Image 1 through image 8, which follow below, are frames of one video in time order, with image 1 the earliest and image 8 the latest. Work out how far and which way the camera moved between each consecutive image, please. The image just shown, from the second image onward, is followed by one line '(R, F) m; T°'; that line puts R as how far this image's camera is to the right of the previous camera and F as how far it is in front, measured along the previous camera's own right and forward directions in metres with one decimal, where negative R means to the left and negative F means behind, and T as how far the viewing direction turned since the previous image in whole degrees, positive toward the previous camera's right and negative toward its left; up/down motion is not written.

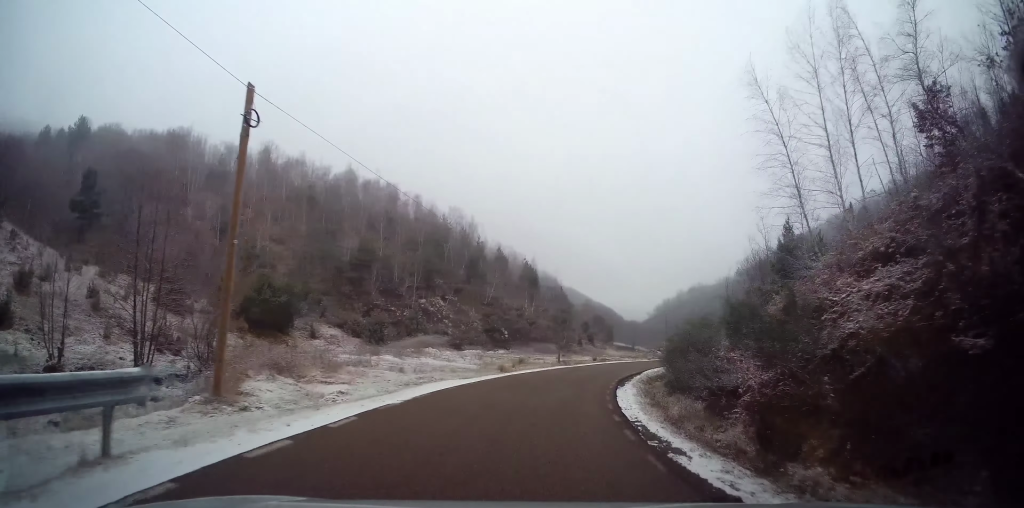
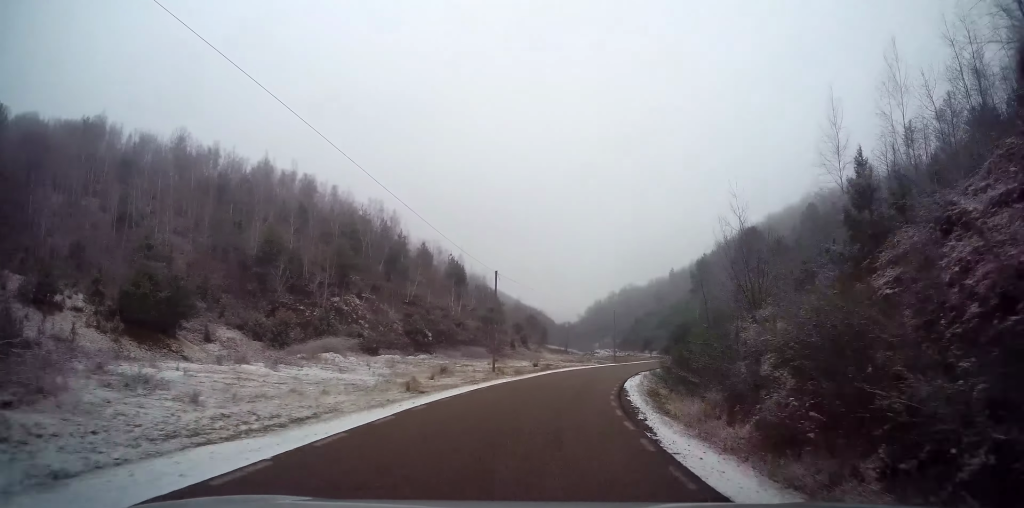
(+0.9, +11.0) m; +8°
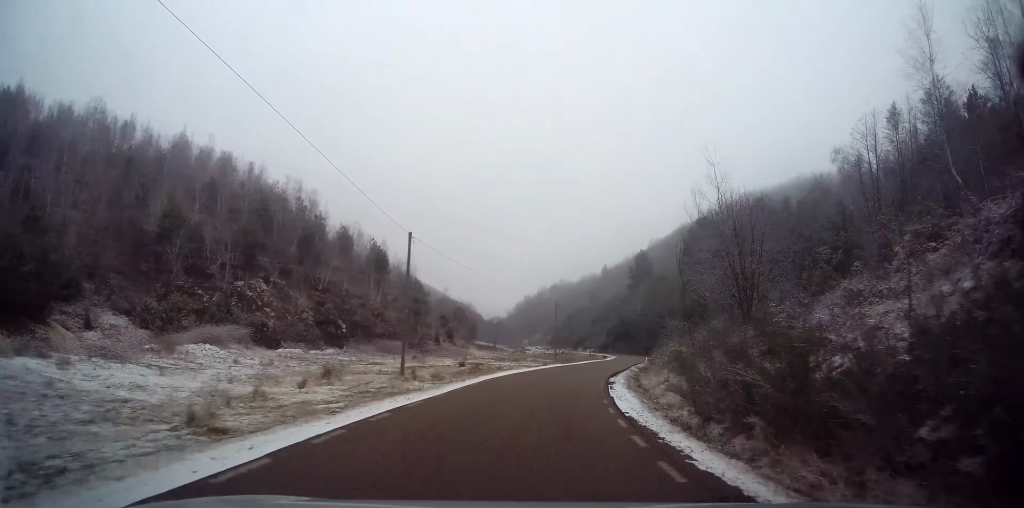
(+0.4, +10.1) m; +7°
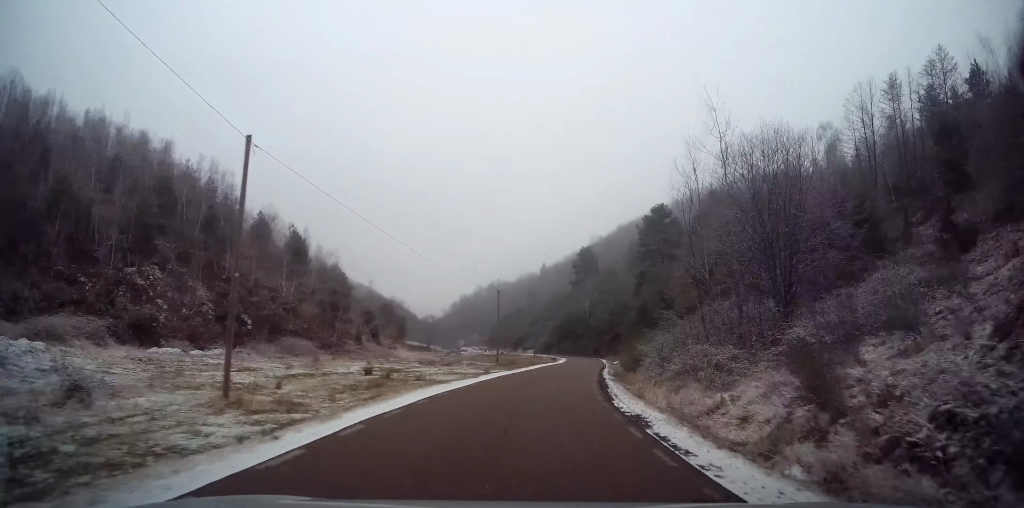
(+0.9, +11.6) m; +6°
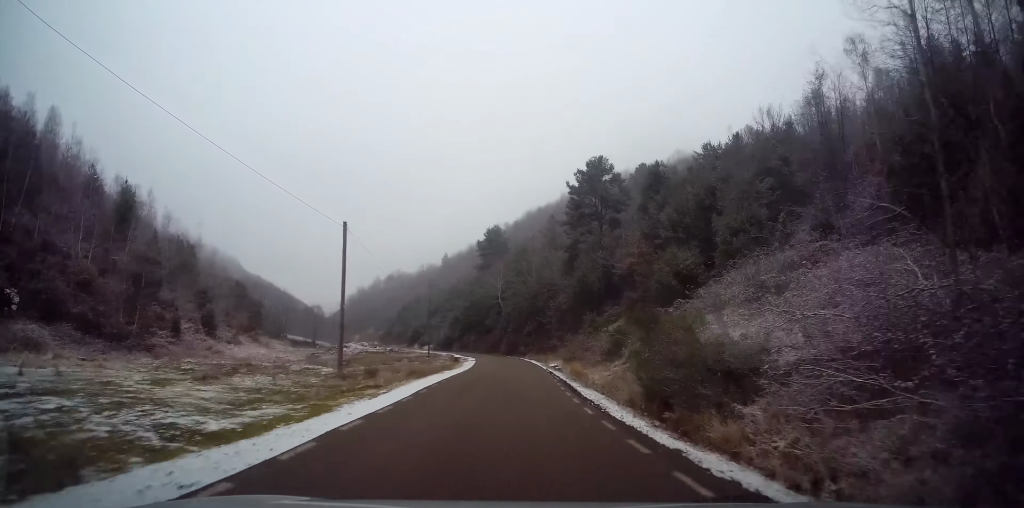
(+1.7, +23.4) m; +8°
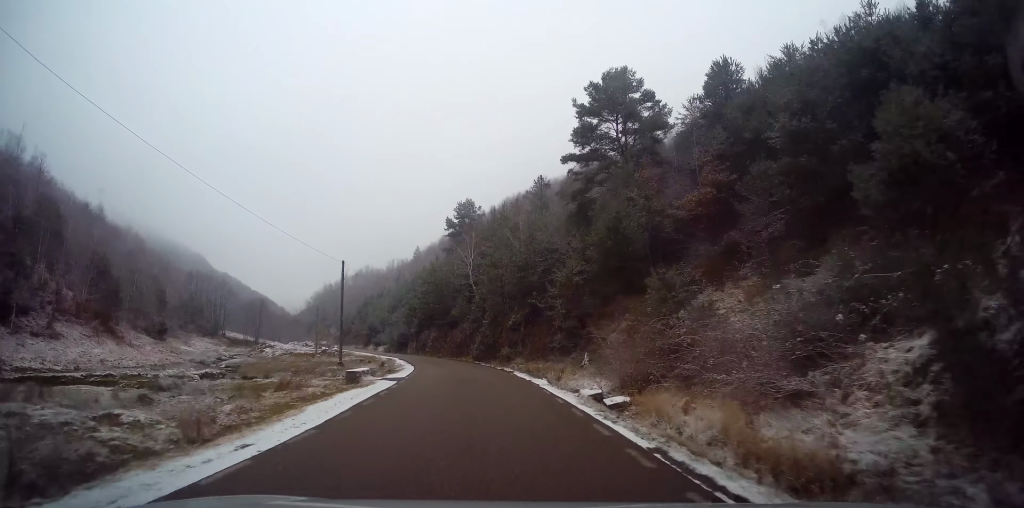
(+1.0, +24.8) m; 0°
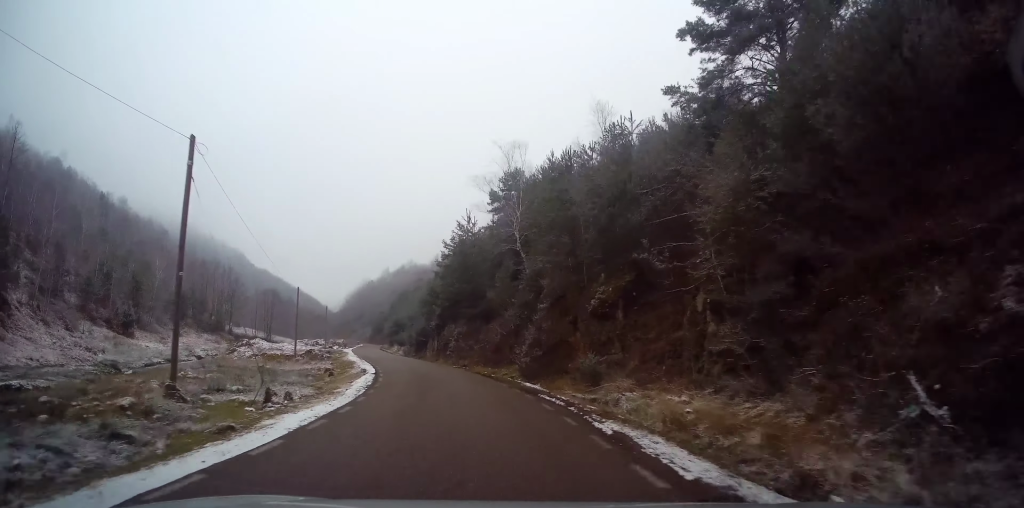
(-0.9, +20.6) m; -7°
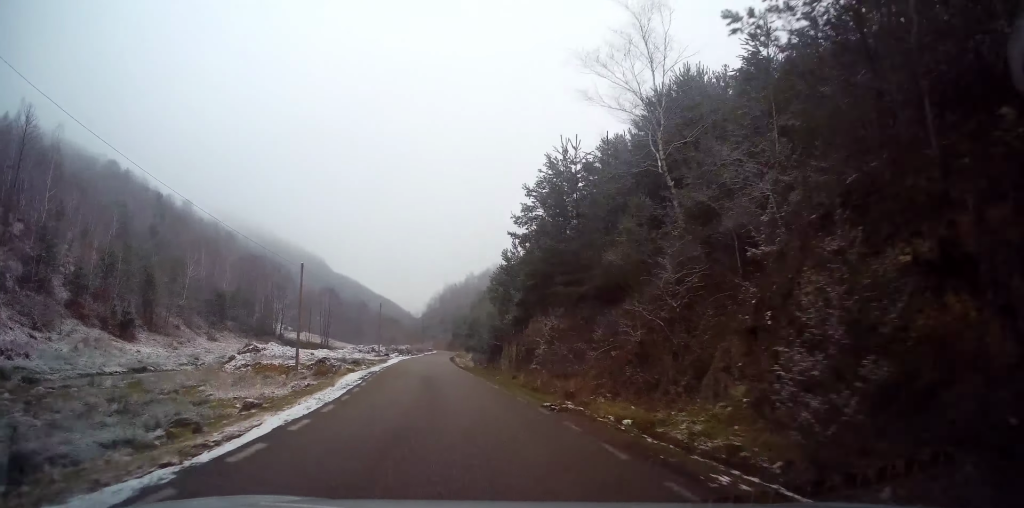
(-1.1, +16.9) m; -7°
